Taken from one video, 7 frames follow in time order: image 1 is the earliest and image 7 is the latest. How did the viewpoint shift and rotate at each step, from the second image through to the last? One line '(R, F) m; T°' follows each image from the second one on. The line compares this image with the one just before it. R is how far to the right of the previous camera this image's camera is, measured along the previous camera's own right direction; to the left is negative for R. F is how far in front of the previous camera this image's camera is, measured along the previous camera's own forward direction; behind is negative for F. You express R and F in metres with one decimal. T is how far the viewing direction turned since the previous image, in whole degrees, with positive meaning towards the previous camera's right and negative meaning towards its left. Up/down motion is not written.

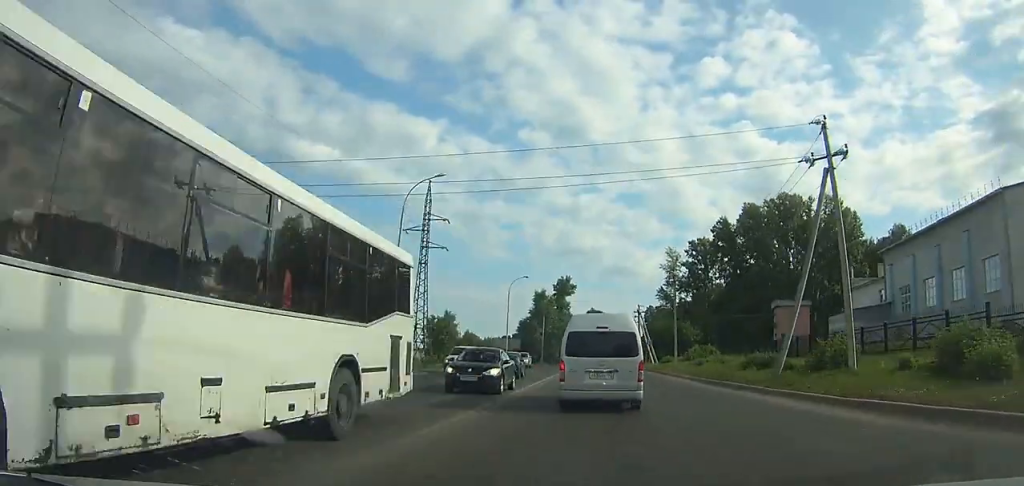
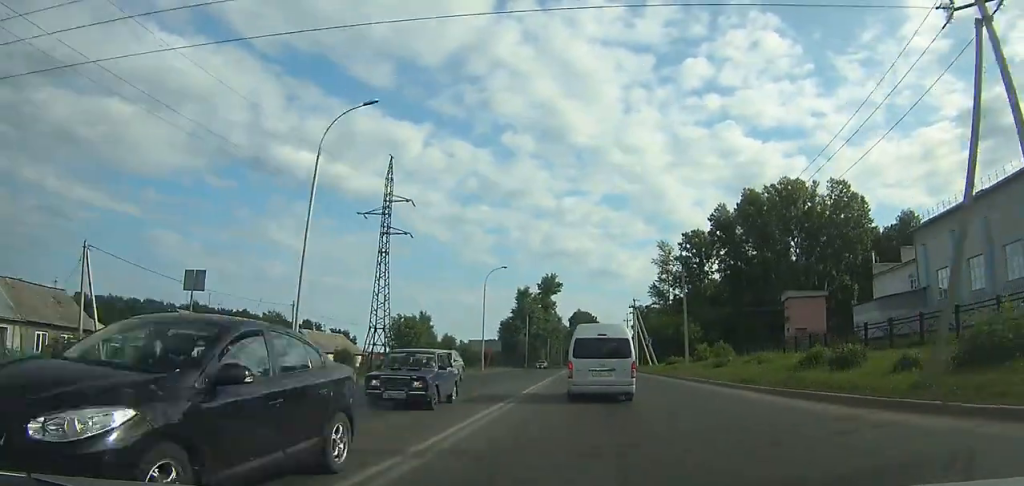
(-0.1, +10.8) m; 0°
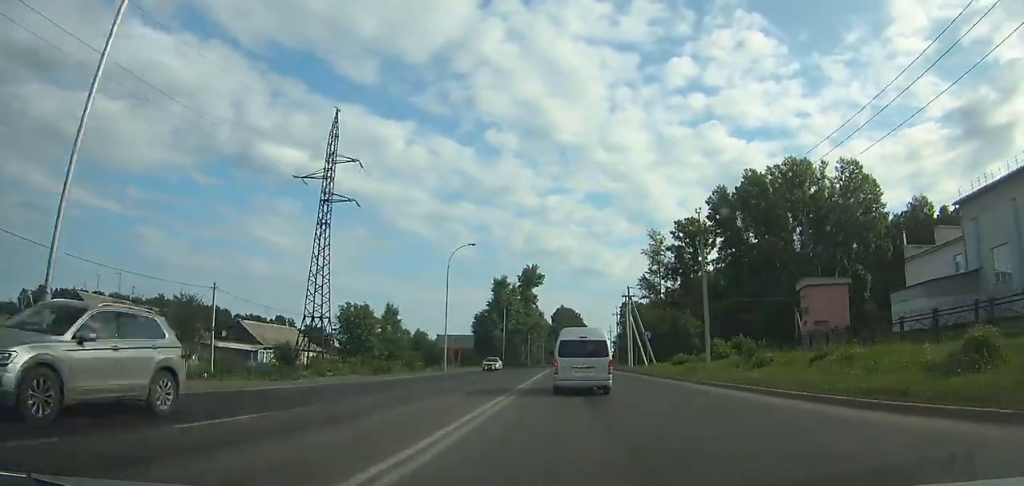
(+0.1, +12.0) m; 0°
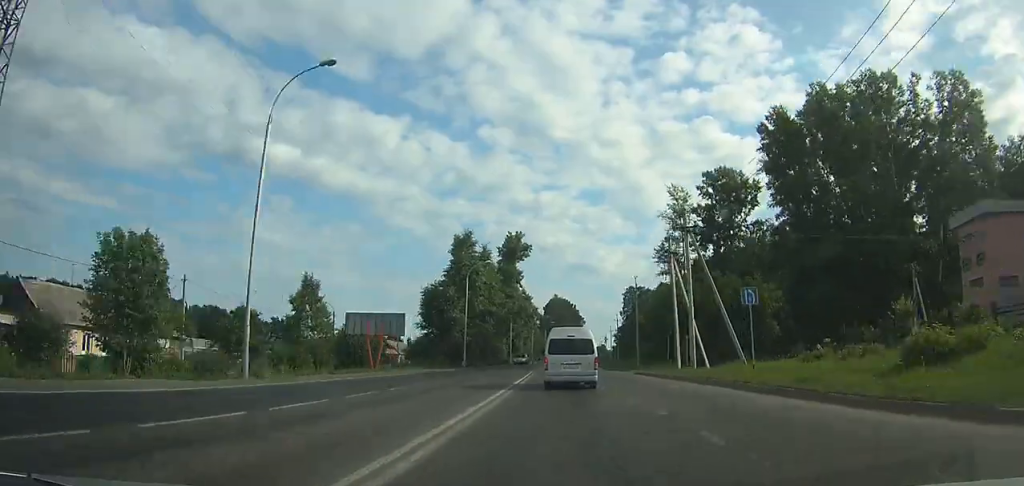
(+0.2, +29.3) m; +1°
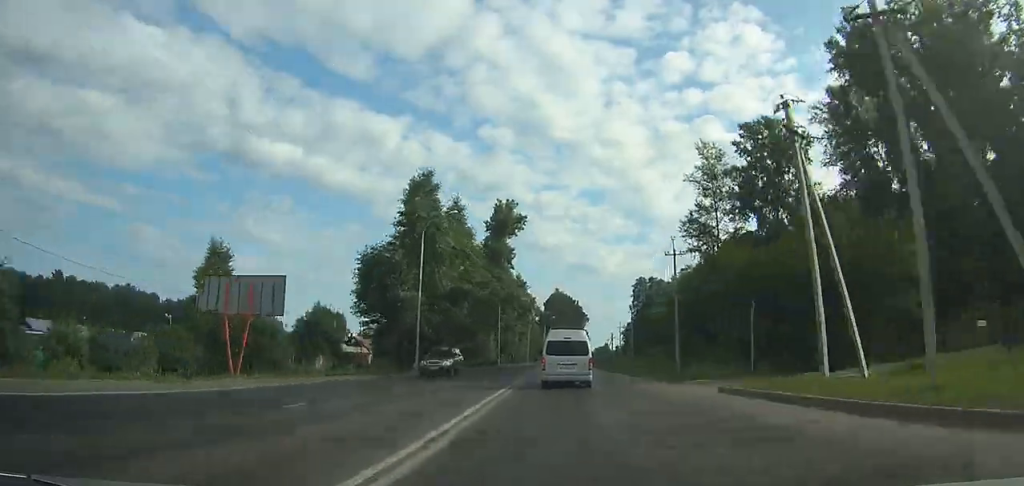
(0.0, +18.9) m; 0°
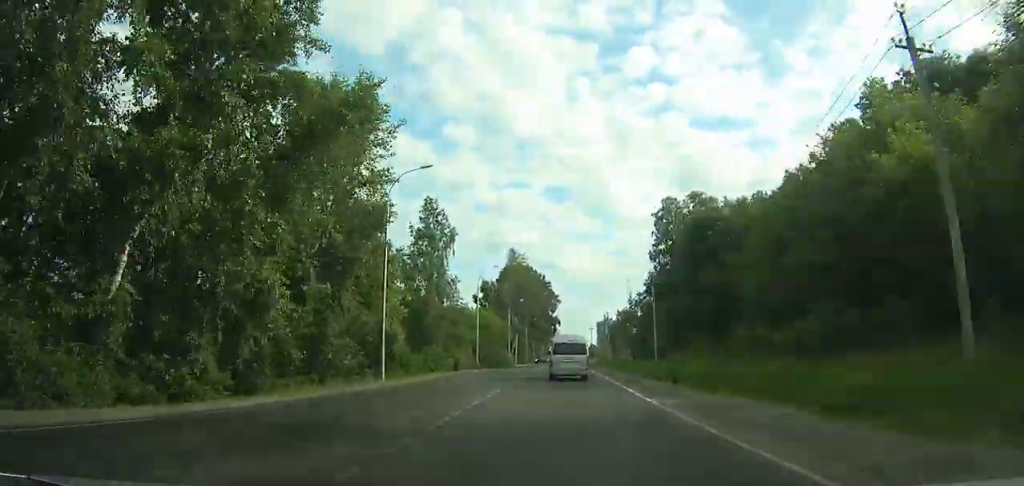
(+10.4, +76.0) m; +5°
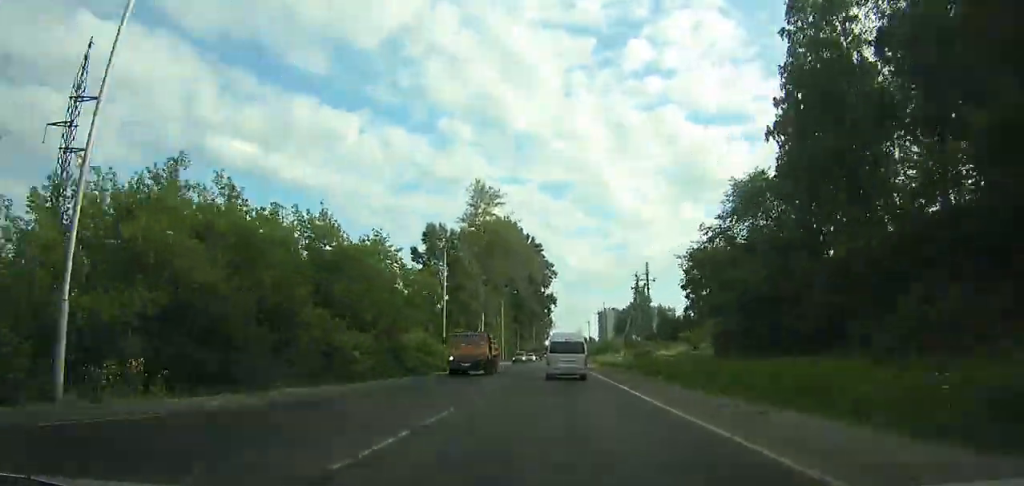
(-8.1, +55.5) m; -6°
